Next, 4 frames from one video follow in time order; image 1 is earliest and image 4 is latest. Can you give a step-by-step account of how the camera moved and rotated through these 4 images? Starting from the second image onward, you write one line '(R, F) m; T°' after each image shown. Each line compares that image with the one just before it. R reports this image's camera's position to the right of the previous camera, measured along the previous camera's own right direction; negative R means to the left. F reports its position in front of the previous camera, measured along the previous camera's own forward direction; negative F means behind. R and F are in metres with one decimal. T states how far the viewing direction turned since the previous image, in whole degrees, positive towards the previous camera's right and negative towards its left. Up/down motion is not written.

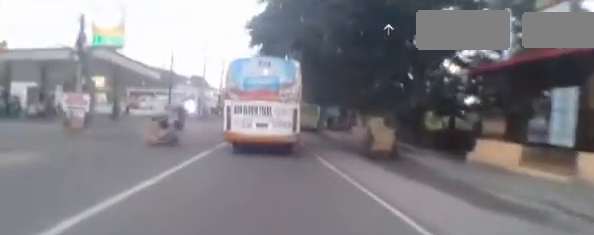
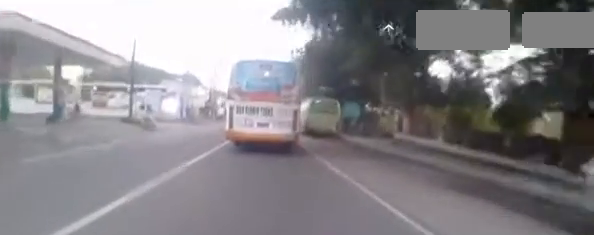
(-0.3, +10.1) m; +1°
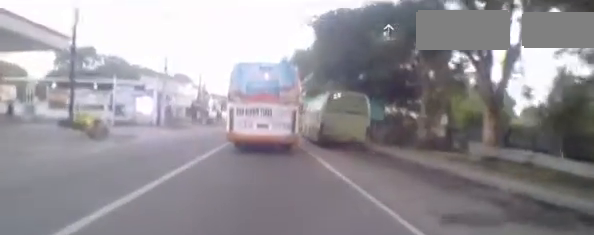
(+0.4, +8.0) m; +4°
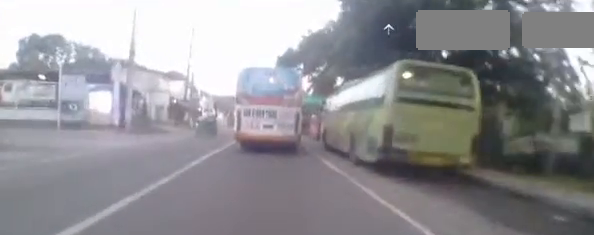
(0.0, +9.0) m; -1°
